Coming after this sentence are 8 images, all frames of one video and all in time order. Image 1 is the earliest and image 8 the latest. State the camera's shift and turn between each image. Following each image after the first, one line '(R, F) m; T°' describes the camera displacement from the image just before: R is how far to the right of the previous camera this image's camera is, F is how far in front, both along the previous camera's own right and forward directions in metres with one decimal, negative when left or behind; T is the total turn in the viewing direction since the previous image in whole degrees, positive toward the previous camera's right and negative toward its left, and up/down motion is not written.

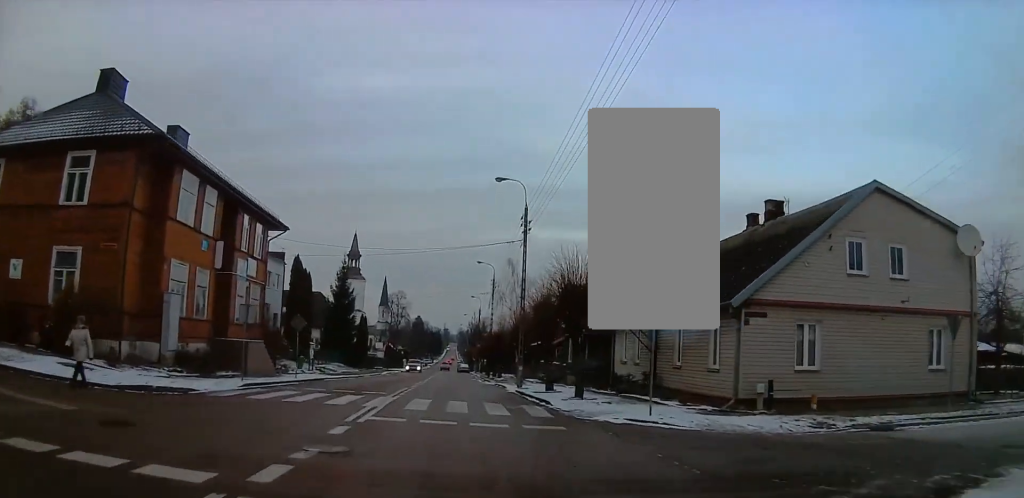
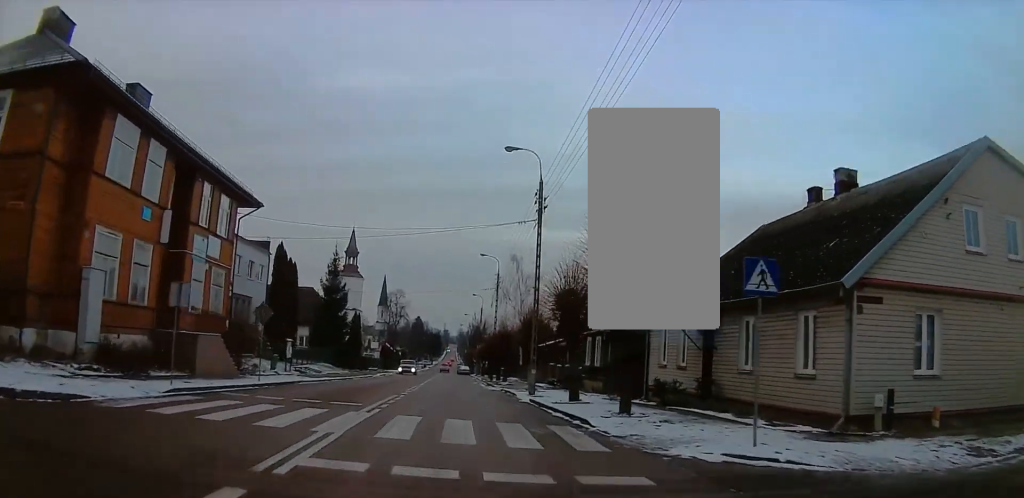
(-0.1, +5.7) m; 0°
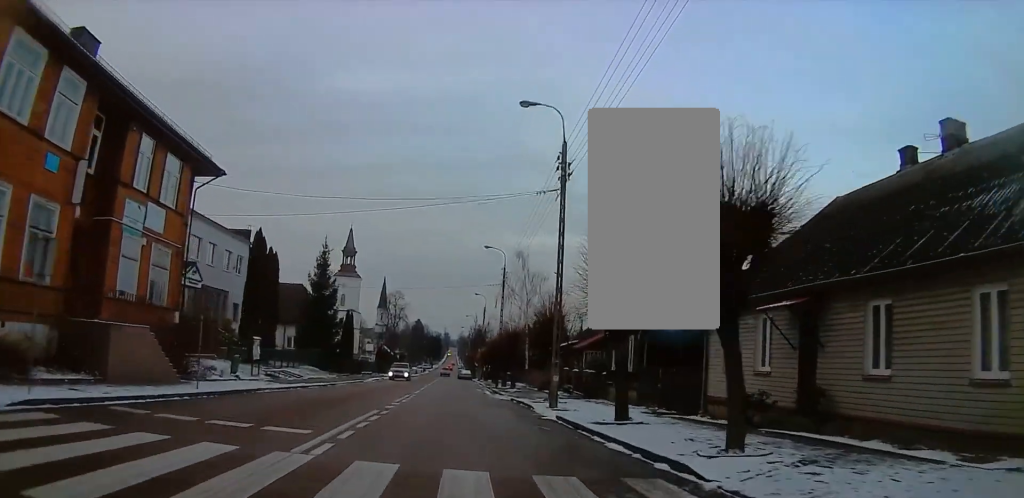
(0.0, +6.2) m; 0°
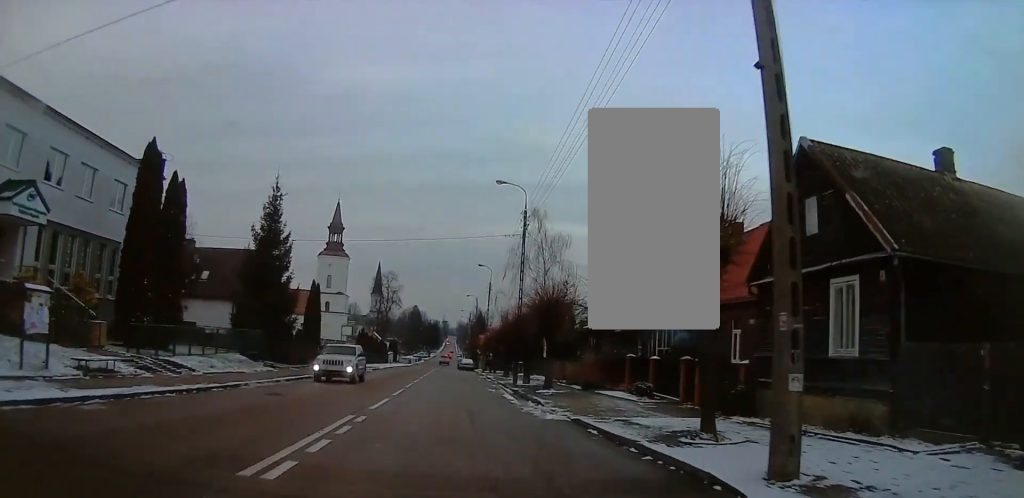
(0.0, +16.8) m; 0°
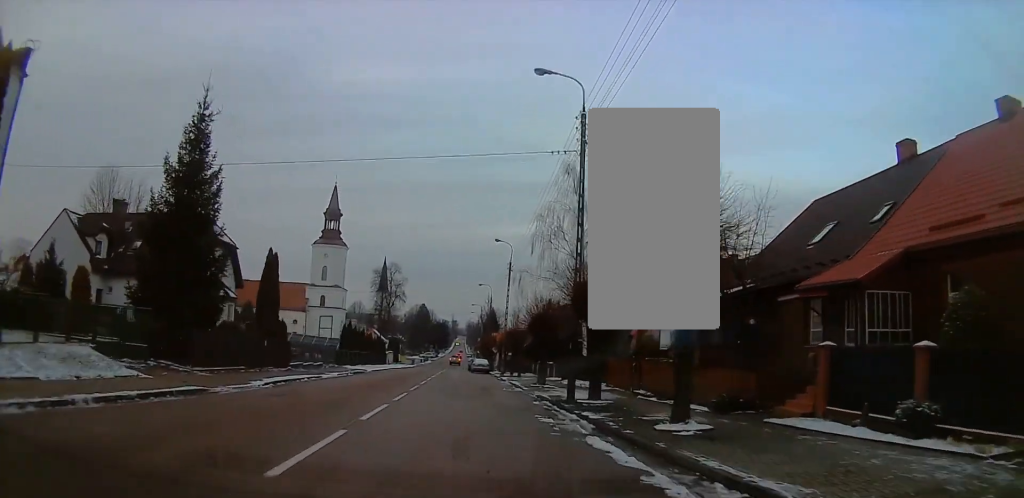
(0.0, +15.0) m; +1°
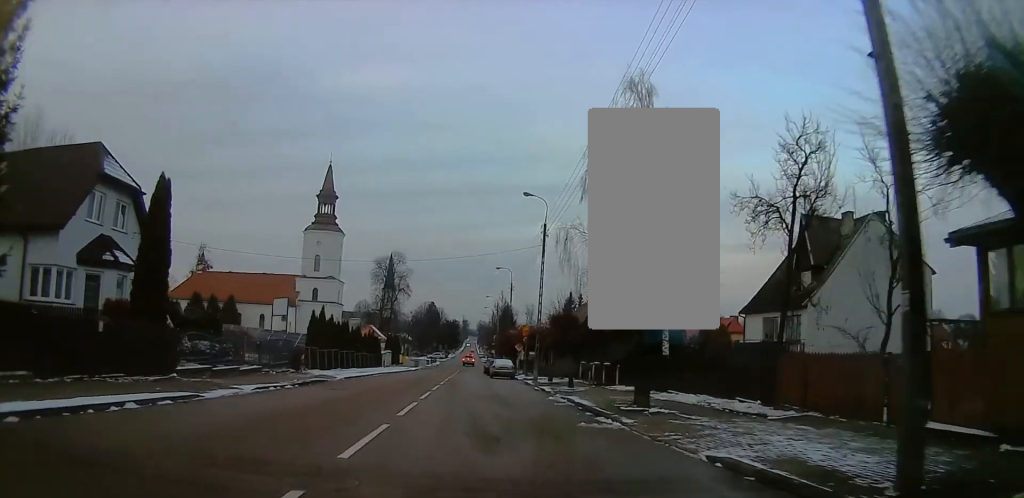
(+0.2, +16.8) m; 0°
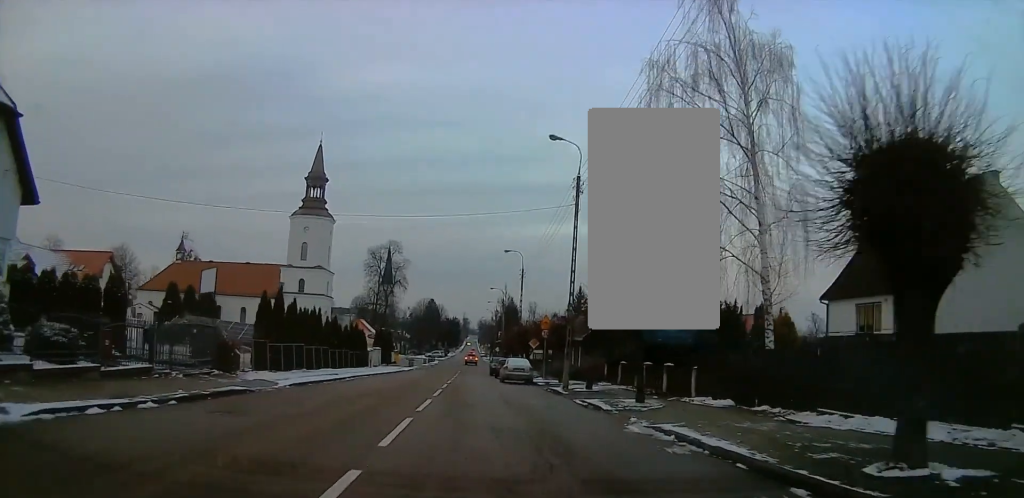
(-0.1, +11.4) m; -1°
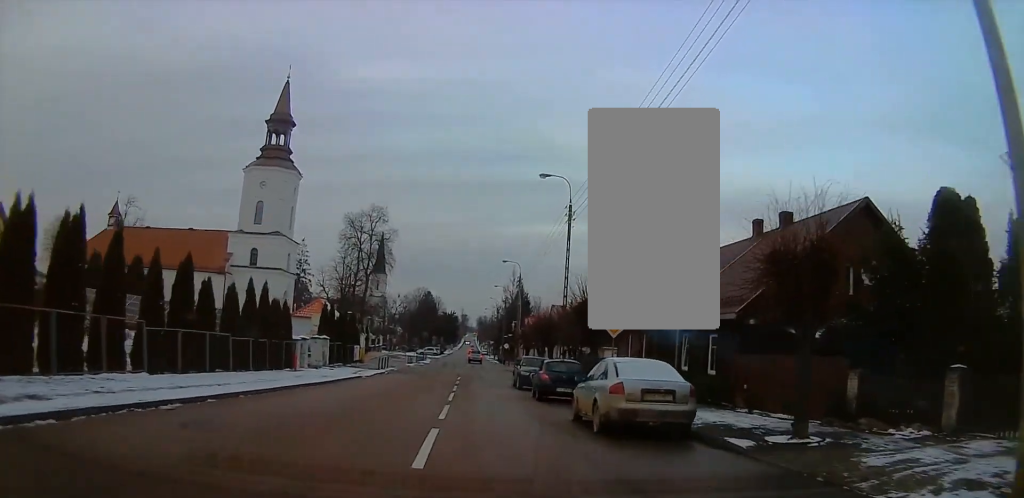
(-1.1, +26.7) m; -5°
